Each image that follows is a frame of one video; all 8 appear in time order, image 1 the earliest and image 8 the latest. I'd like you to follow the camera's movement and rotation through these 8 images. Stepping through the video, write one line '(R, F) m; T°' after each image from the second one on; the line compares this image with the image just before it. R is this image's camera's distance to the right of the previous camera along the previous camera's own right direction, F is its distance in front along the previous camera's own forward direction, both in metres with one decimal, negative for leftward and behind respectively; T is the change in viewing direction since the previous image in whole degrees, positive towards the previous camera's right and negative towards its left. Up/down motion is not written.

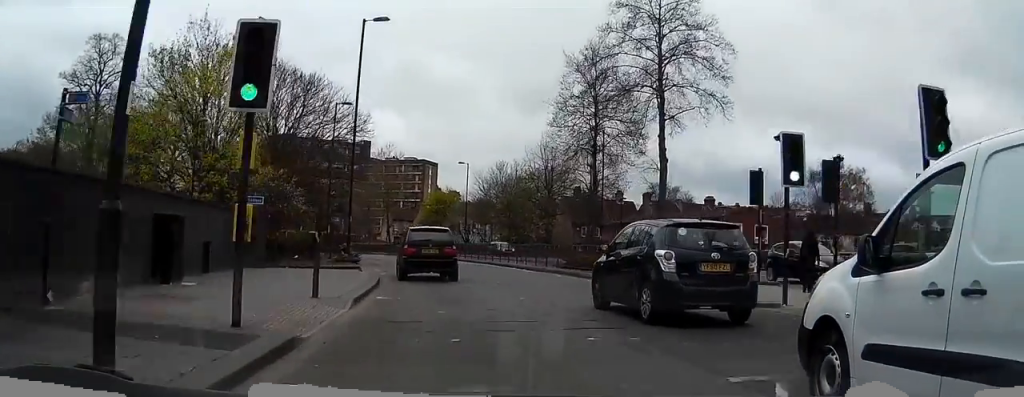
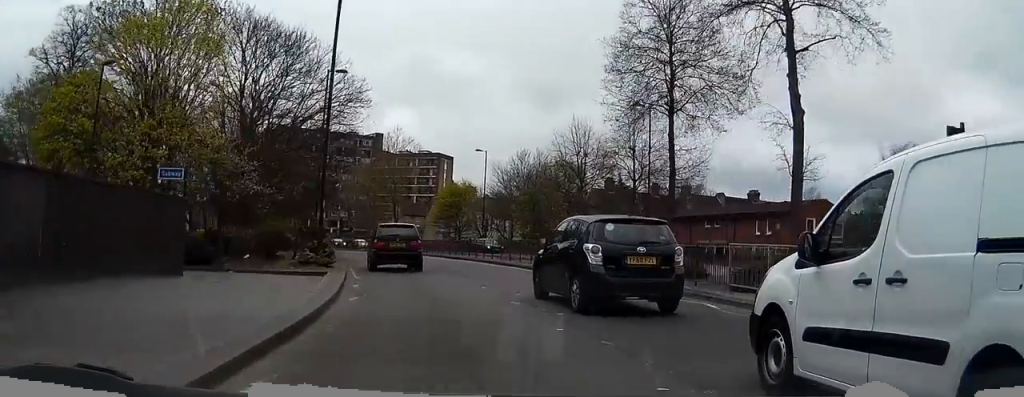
(-0.1, +11.1) m; -2°
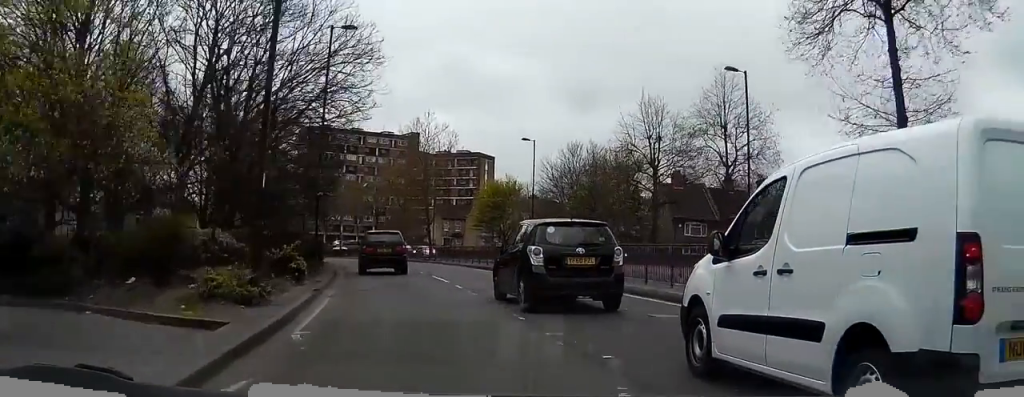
(-0.3, +12.5) m; -3°
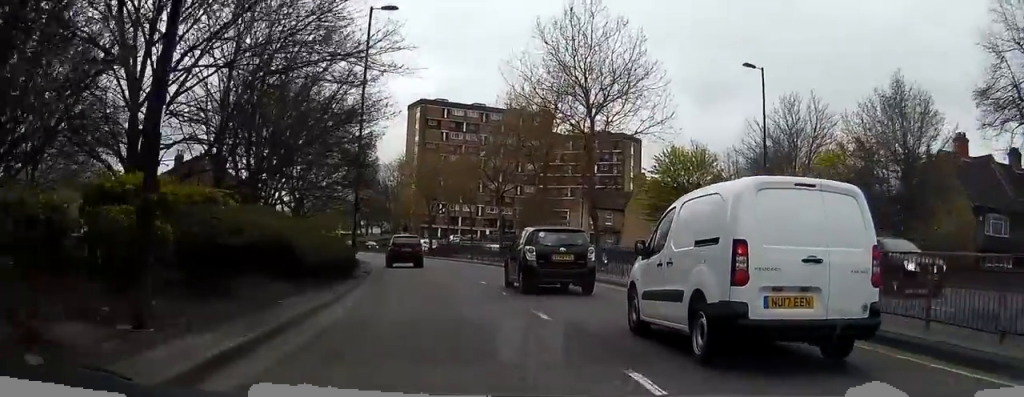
(-2.4, +31.4) m; -9°
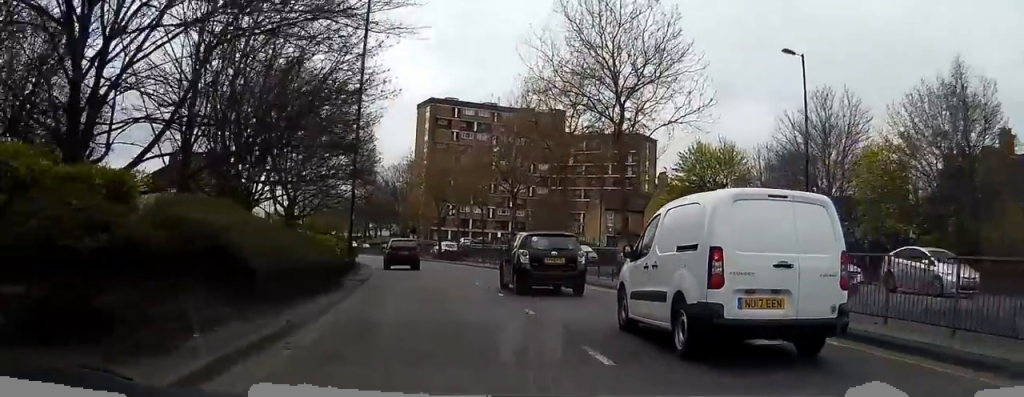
(0.0, +4.3) m; -1°
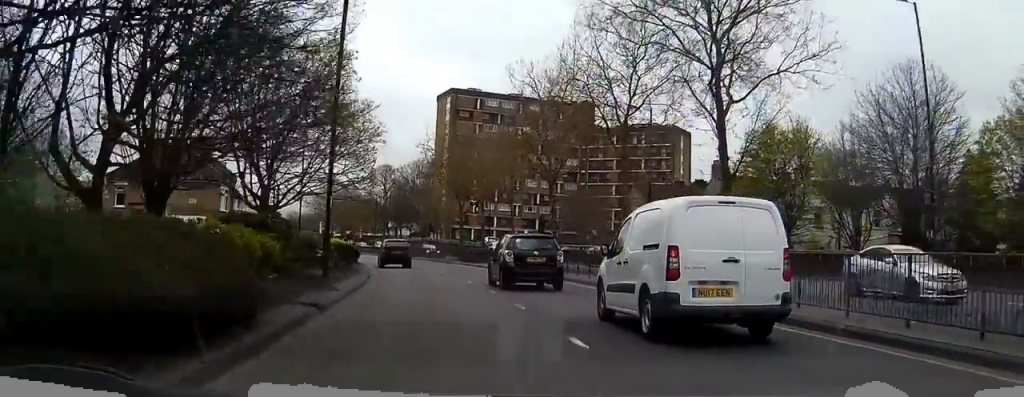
(-0.4, +9.6) m; -3°
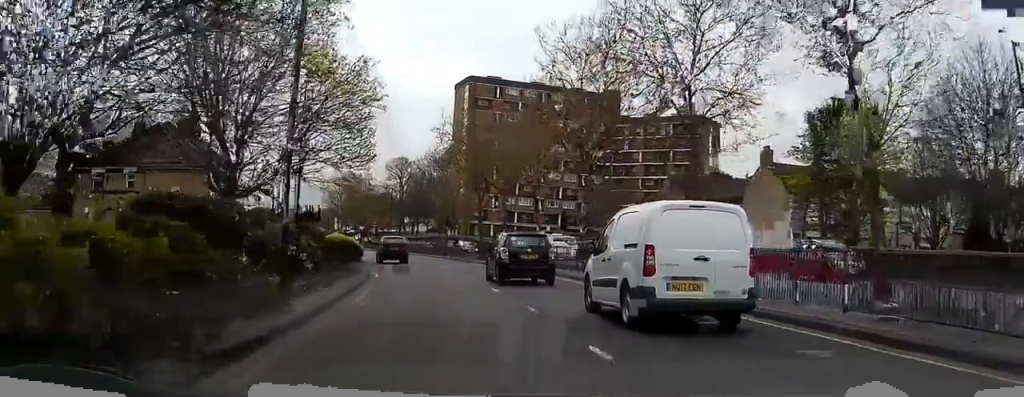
(-0.1, +7.0) m; -1°
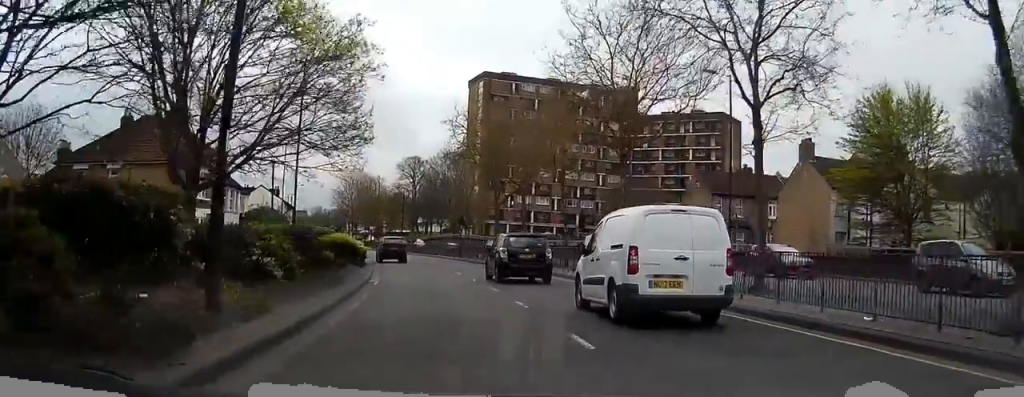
(0.0, +4.5) m; -1°
